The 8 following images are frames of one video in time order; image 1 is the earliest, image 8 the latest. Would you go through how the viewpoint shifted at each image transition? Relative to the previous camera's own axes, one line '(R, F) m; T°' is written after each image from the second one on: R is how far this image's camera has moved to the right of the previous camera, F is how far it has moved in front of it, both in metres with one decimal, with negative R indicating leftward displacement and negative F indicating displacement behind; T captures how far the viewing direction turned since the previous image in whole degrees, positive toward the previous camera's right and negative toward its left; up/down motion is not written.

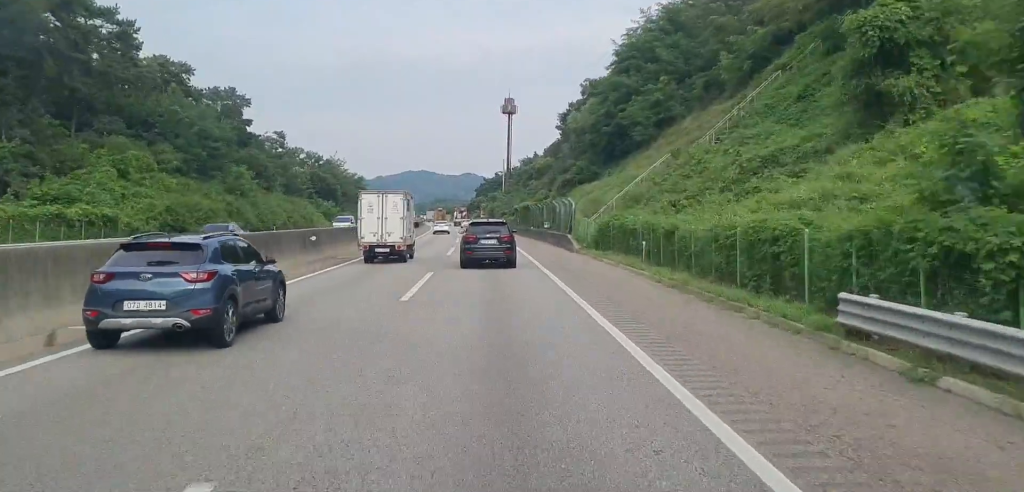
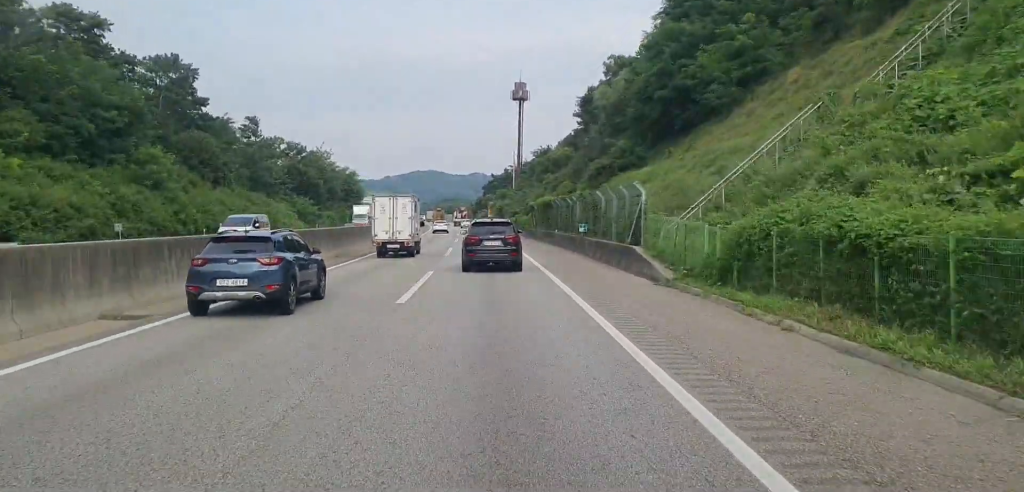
(+0.3, +19.9) m; -1°
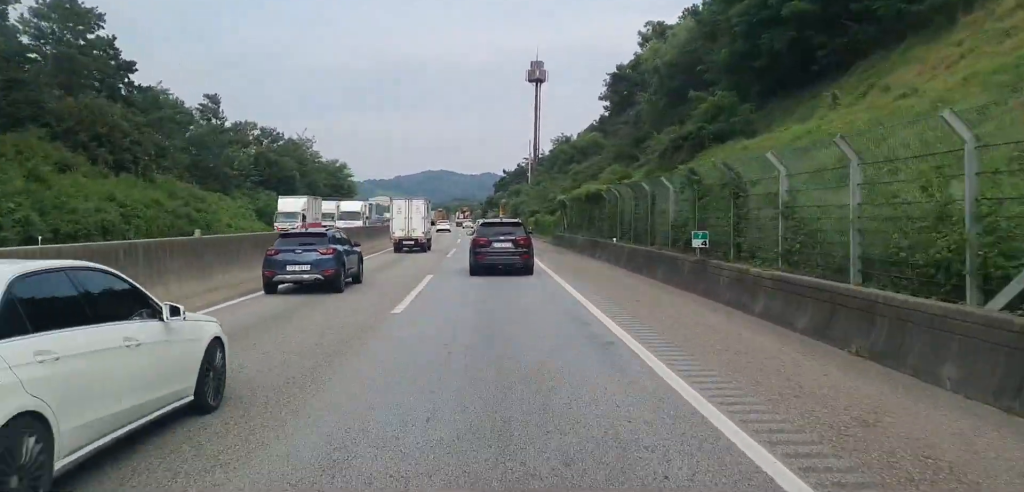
(-0.7, +21.0) m; -2°
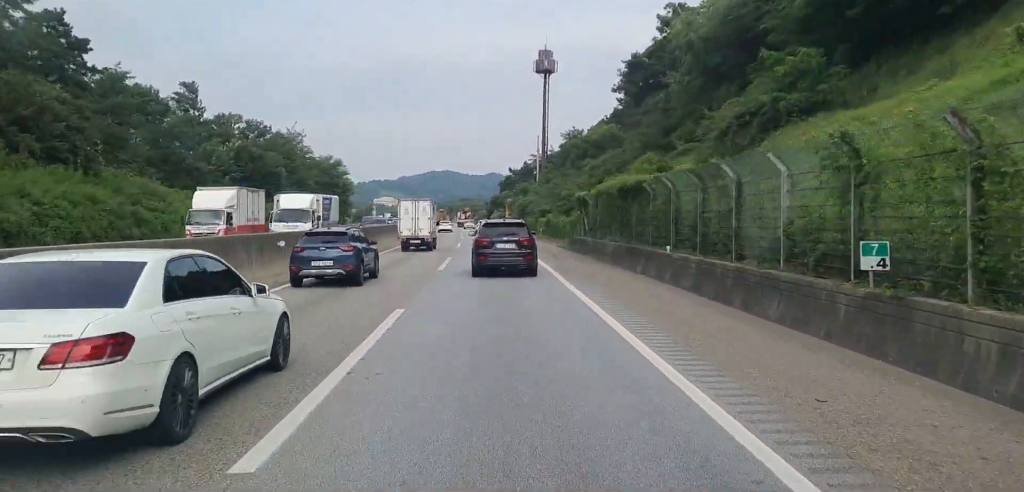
(-0.1, +8.8) m; 0°
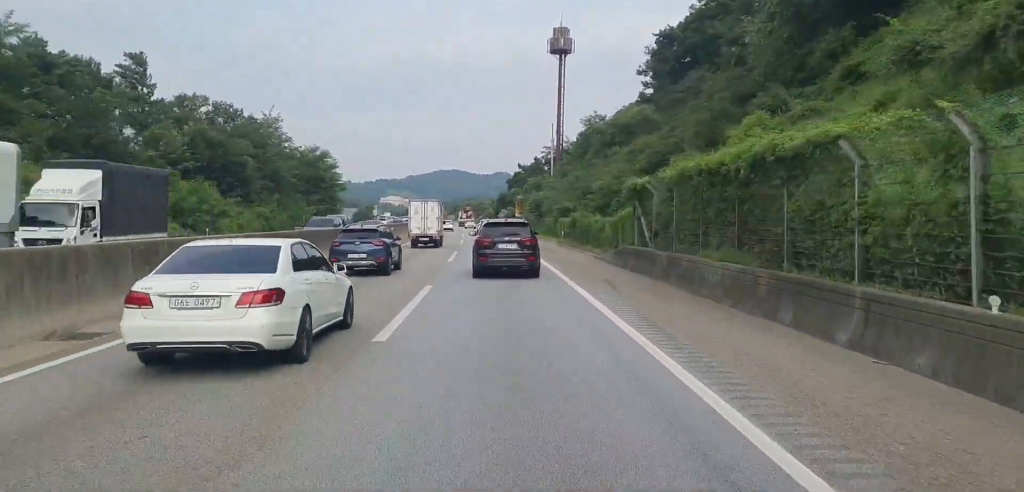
(+0.3, +14.7) m; +1°
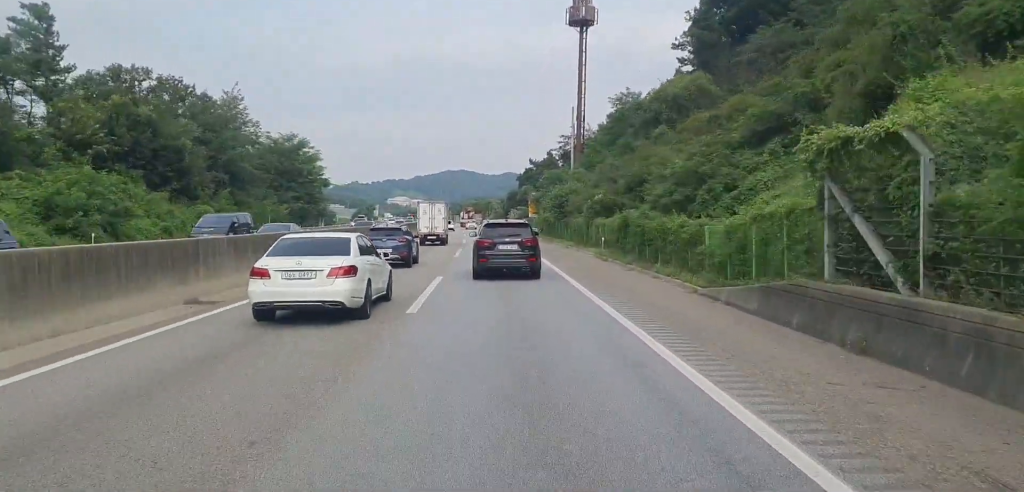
(-0.1, +16.6) m; 0°
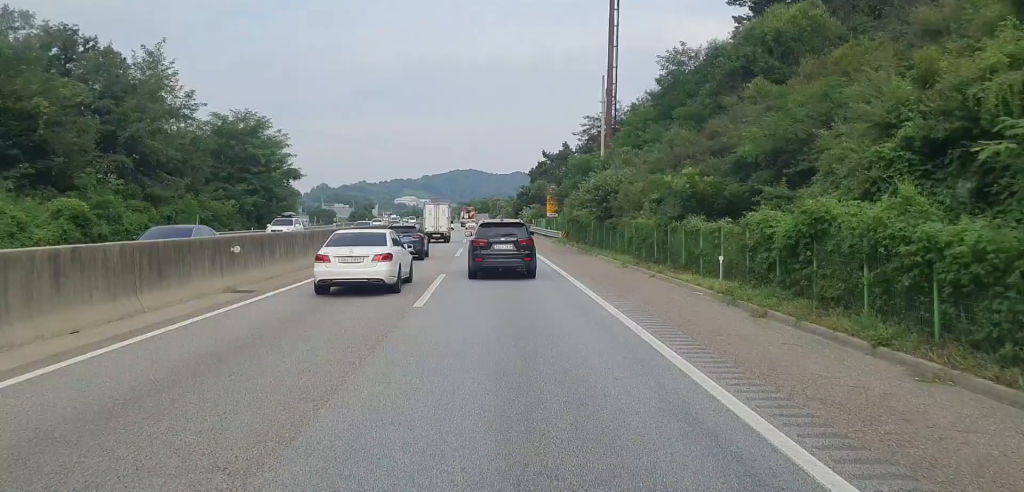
(0.0, +19.0) m; 0°
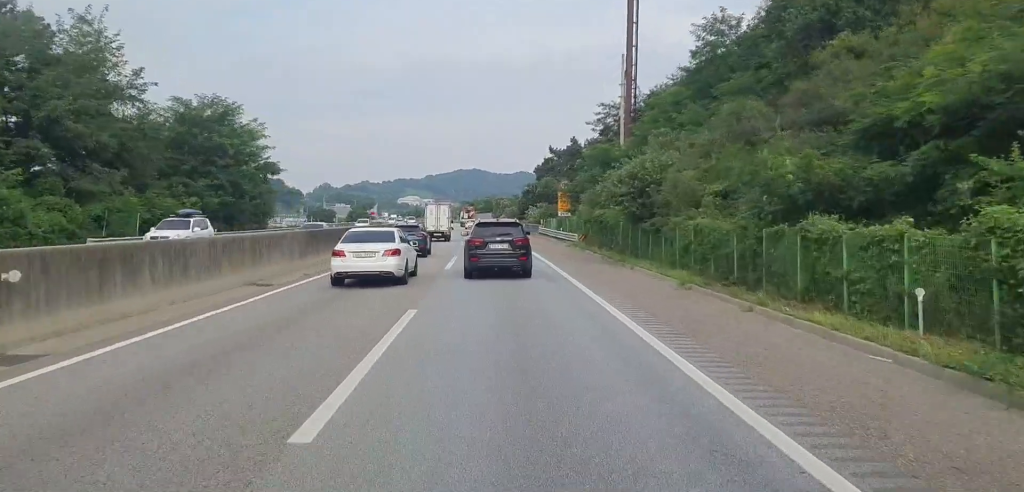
(0.0, +9.1) m; 0°
